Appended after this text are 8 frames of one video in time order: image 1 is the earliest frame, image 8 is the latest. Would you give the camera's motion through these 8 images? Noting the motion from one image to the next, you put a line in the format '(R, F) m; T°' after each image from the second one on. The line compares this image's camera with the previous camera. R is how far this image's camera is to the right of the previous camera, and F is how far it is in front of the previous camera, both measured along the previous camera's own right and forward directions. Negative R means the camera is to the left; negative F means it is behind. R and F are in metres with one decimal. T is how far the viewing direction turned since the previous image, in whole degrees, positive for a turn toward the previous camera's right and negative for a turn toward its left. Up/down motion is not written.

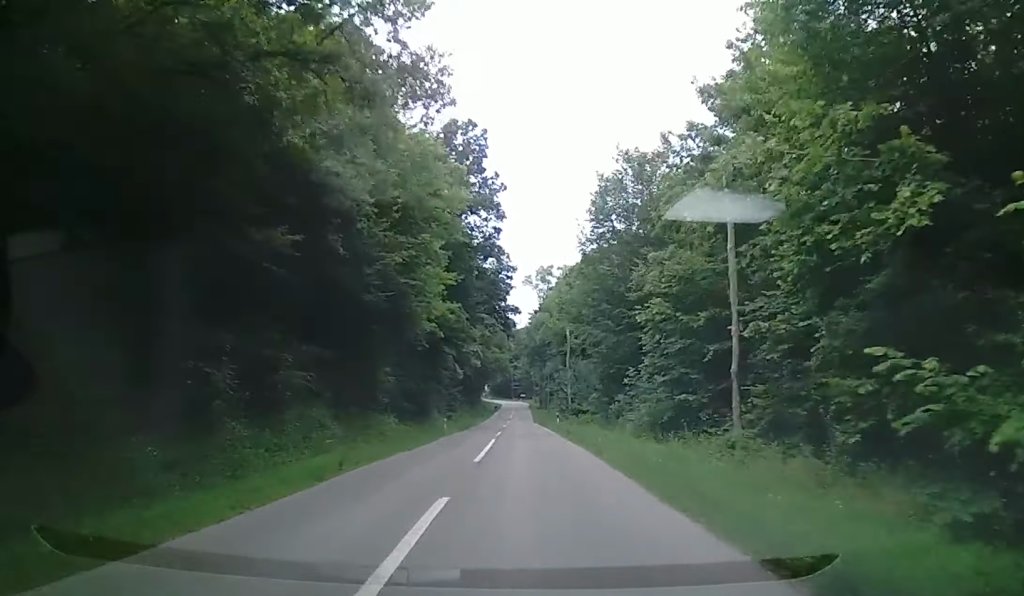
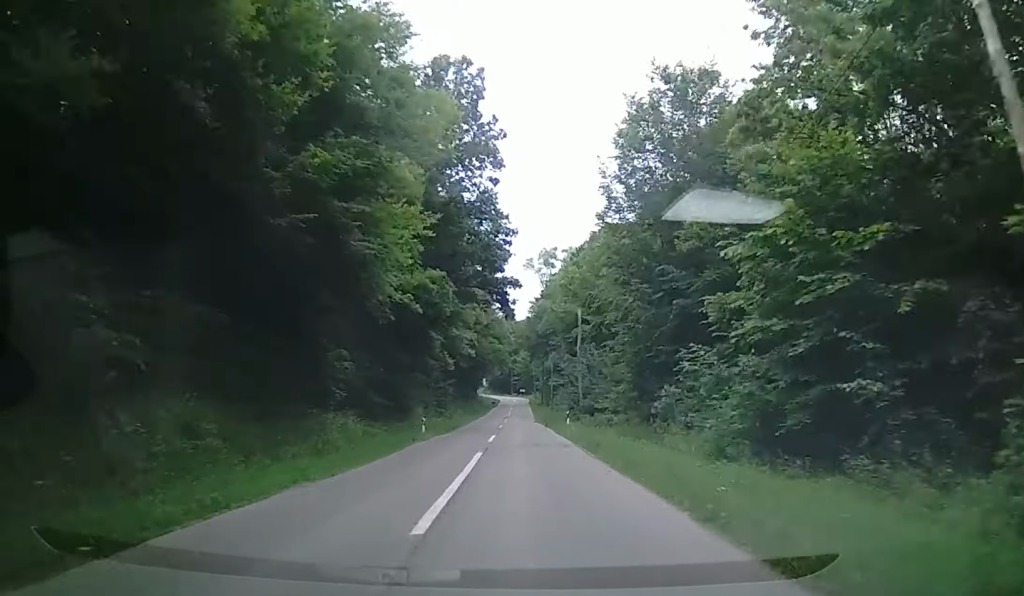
(0.0, +9.1) m; 0°
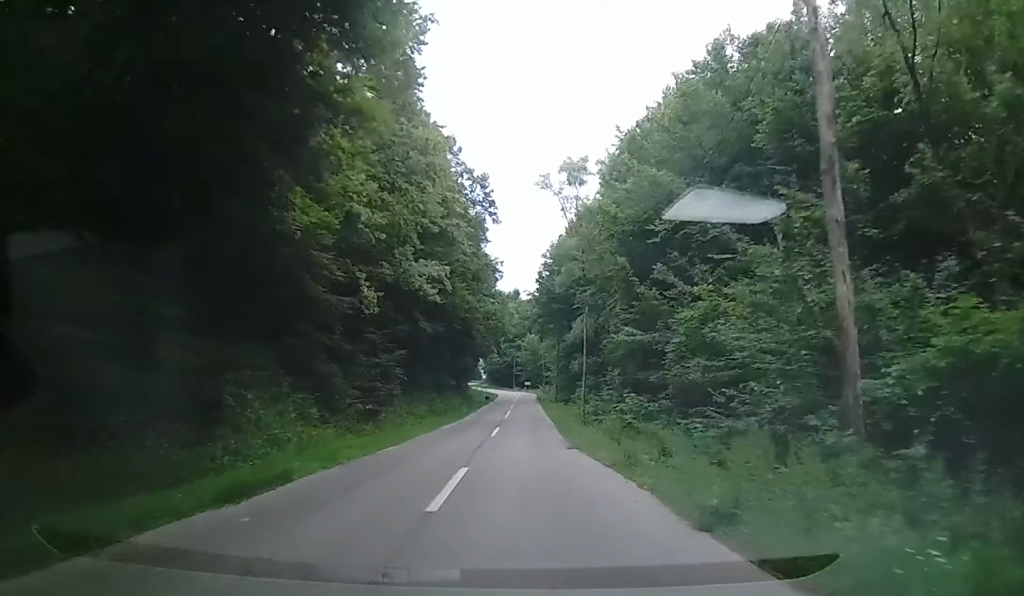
(-0.4, +32.7) m; 0°
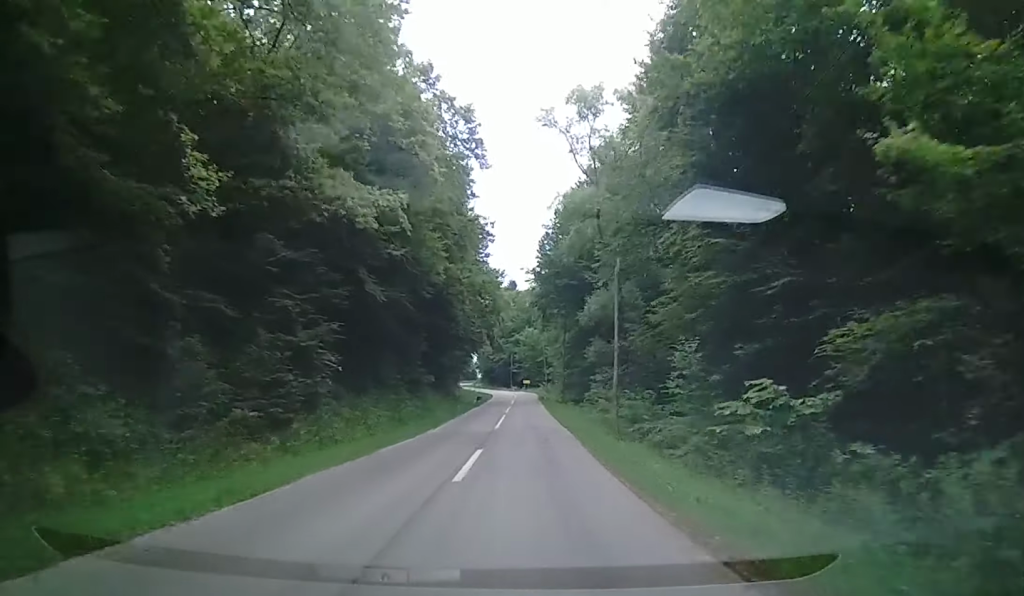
(+0.3, +14.1) m; +1°
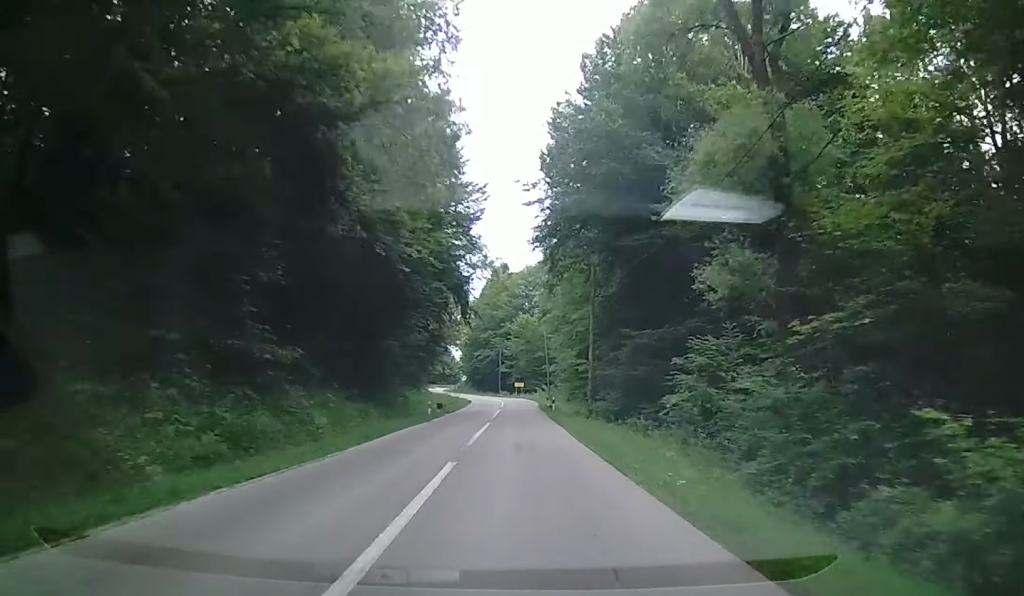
(+0.5, +27.9) m; +1°
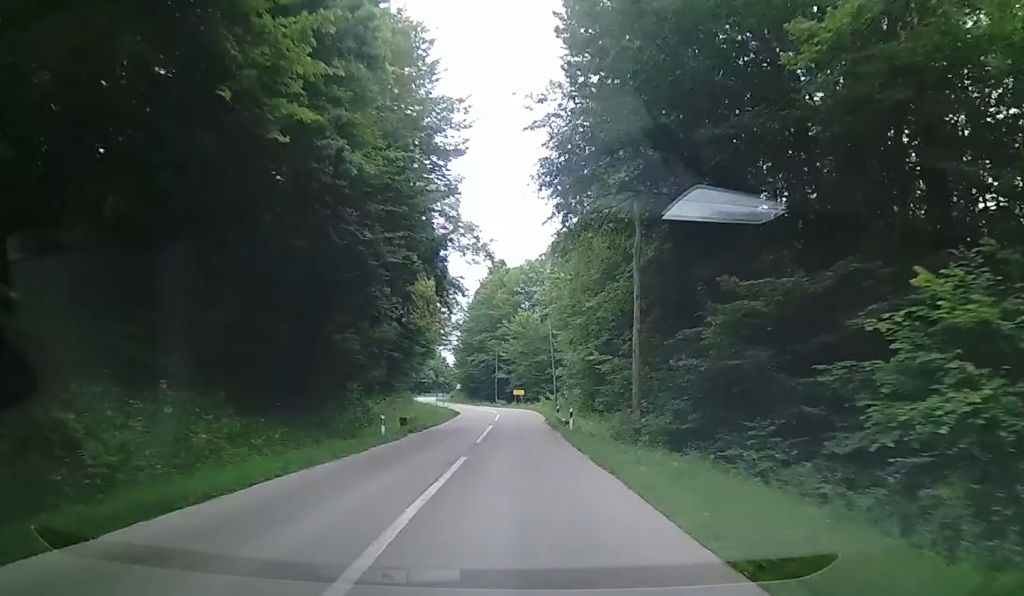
(0.0, +12.4) m; -1°
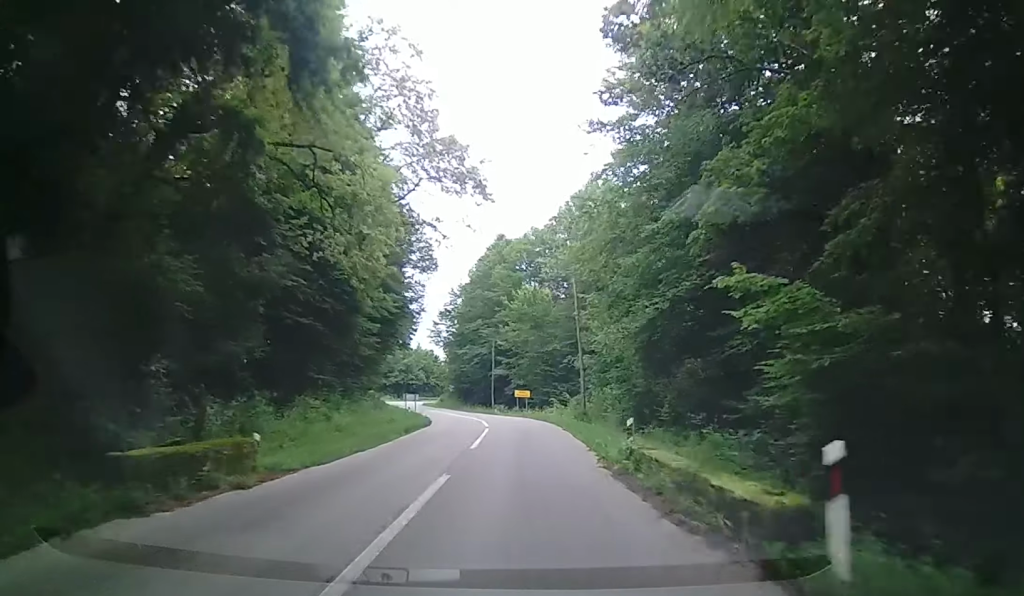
(-0.3, +20.5) m; -2°
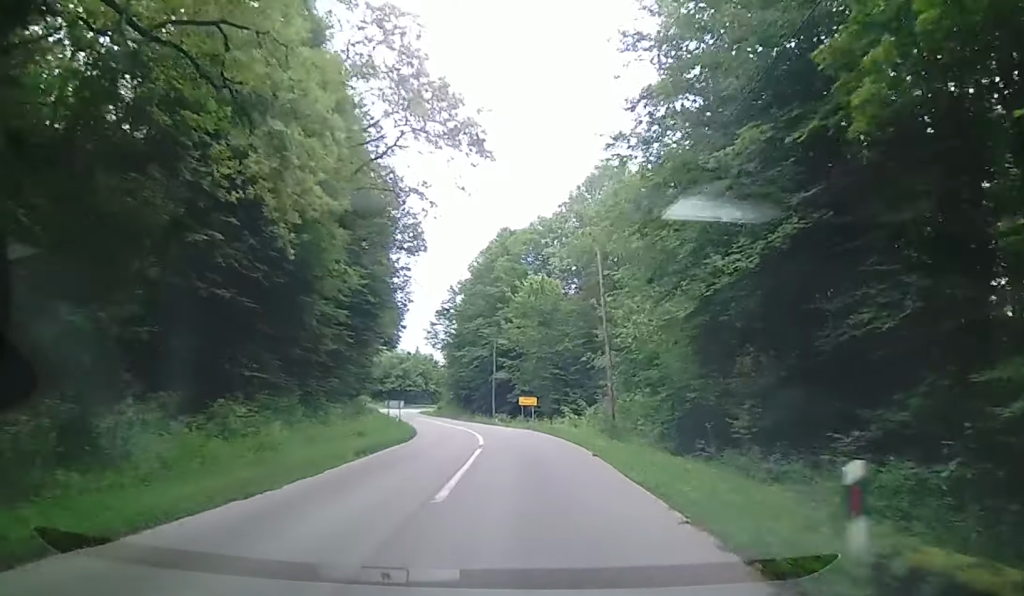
(-0.1, +8.1) m; -1°
